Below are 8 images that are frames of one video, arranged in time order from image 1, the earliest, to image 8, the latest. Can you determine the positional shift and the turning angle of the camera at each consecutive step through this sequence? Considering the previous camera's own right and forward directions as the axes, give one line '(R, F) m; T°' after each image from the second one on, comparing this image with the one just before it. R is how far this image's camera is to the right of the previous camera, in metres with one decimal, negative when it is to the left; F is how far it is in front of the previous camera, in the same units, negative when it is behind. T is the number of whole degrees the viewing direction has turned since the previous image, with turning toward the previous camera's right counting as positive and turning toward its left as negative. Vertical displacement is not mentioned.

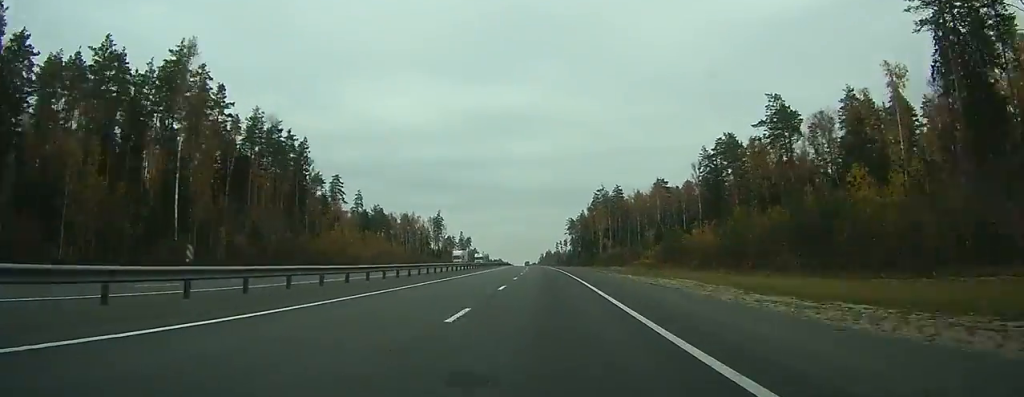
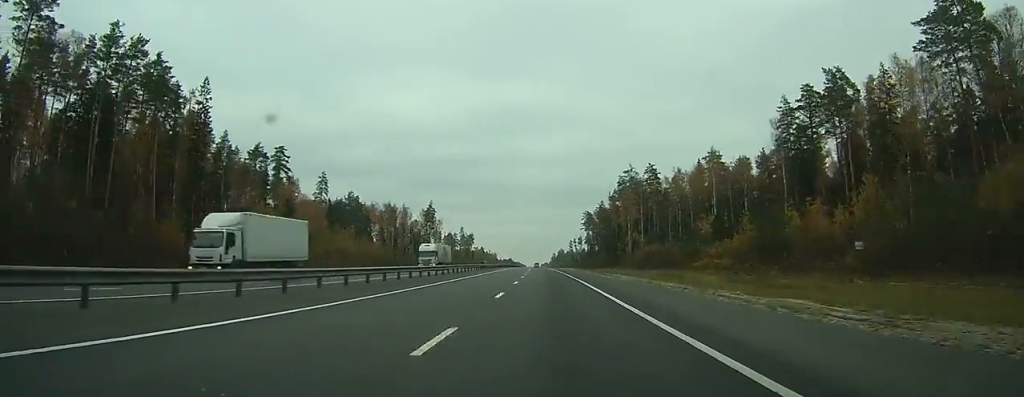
(-0.5, +48.0) m; -1°
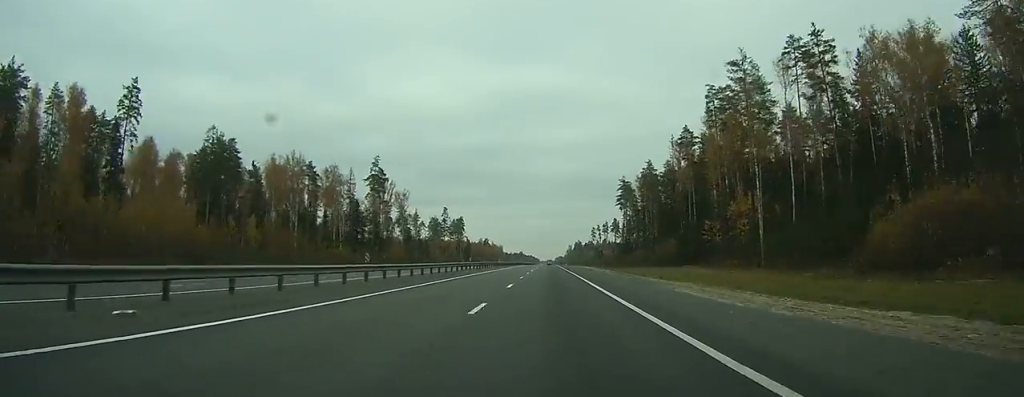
(-1.5, +97.7) m; -2°
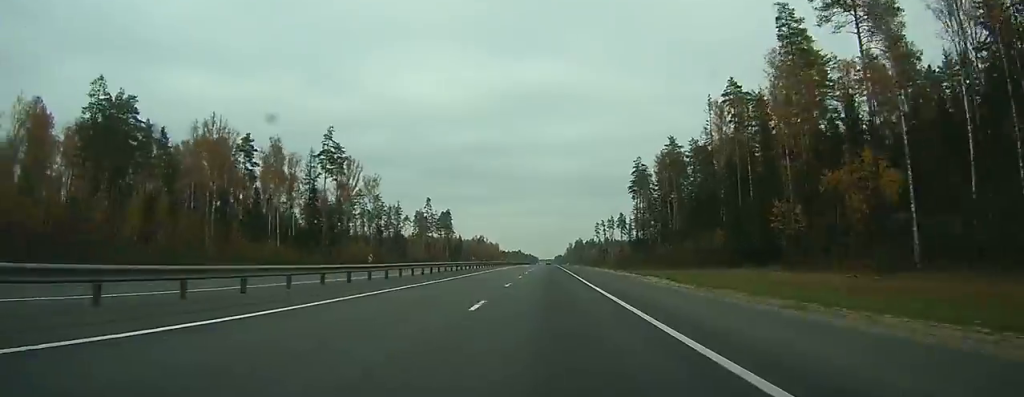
(-0.2, +38.3) m; 0°
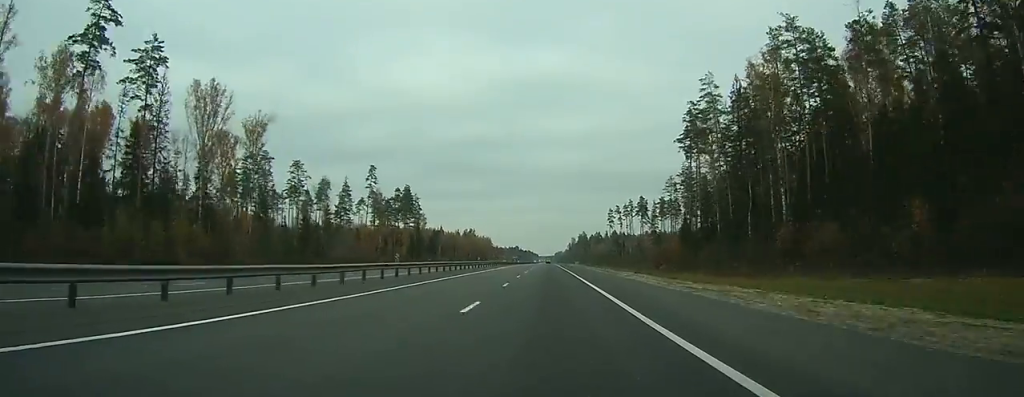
(-0.3, +77.2) m; 0°
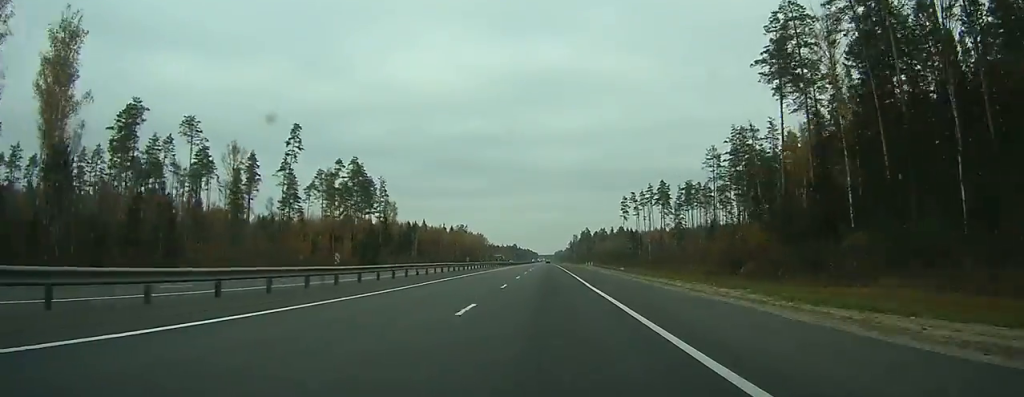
(-0.1, +48.1) m; 0°
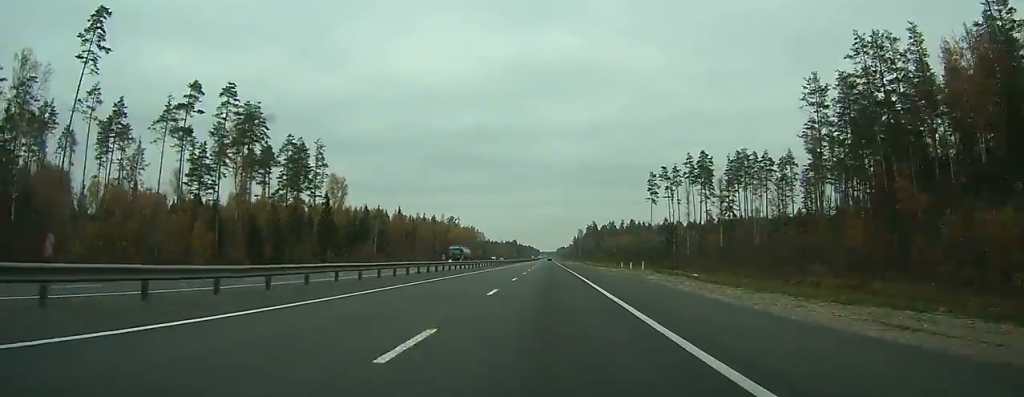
(0.0, +51.5) m; 0°
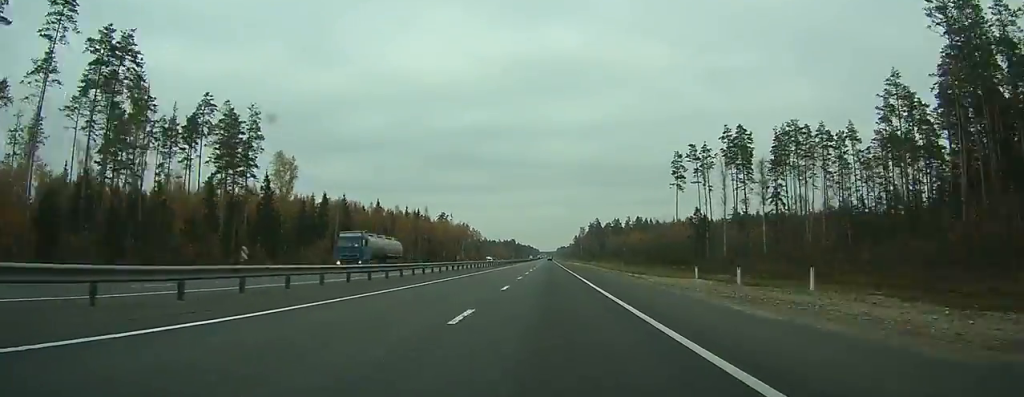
(0.0, +30.8) m; 0°
